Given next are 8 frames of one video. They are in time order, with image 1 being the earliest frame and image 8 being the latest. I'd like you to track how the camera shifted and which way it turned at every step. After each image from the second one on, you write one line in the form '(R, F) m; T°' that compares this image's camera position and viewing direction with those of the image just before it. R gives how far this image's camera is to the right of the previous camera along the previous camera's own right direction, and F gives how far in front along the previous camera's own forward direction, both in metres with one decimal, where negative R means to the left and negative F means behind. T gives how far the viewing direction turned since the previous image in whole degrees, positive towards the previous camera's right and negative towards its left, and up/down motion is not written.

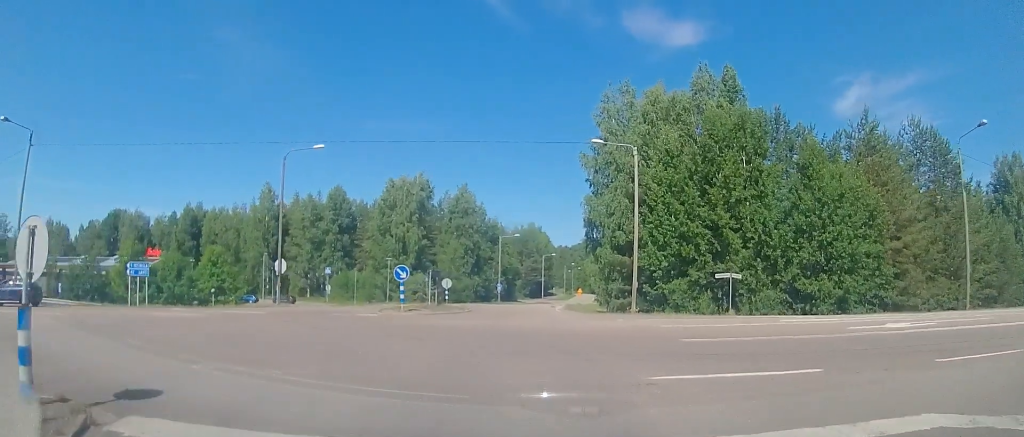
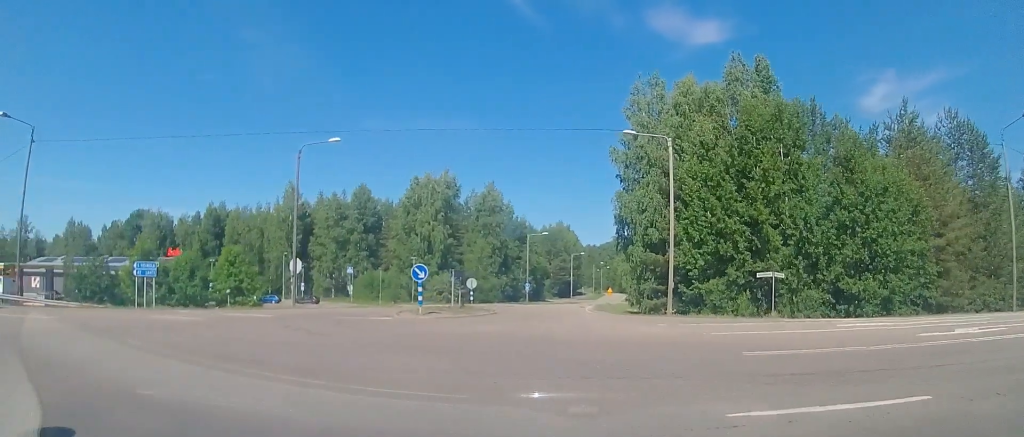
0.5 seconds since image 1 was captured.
(-0.1, +2.3) m; -5°
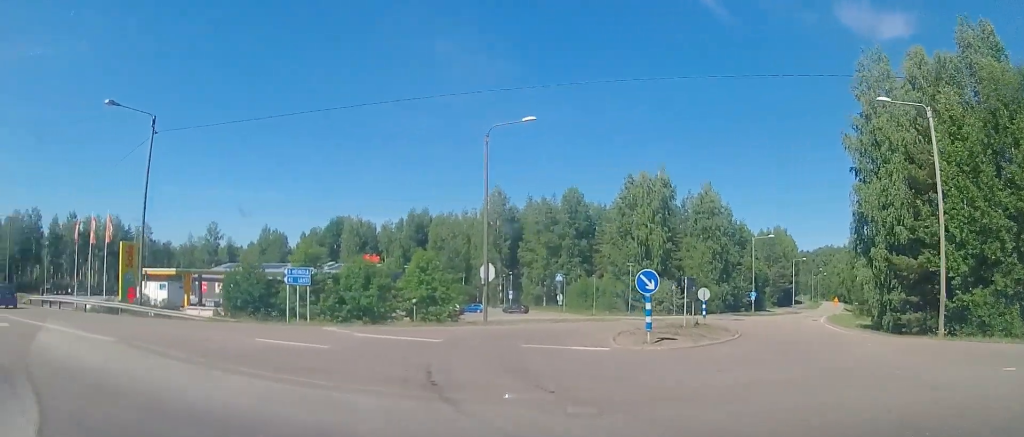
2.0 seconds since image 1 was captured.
(-0.9, +7.0) m; -19°
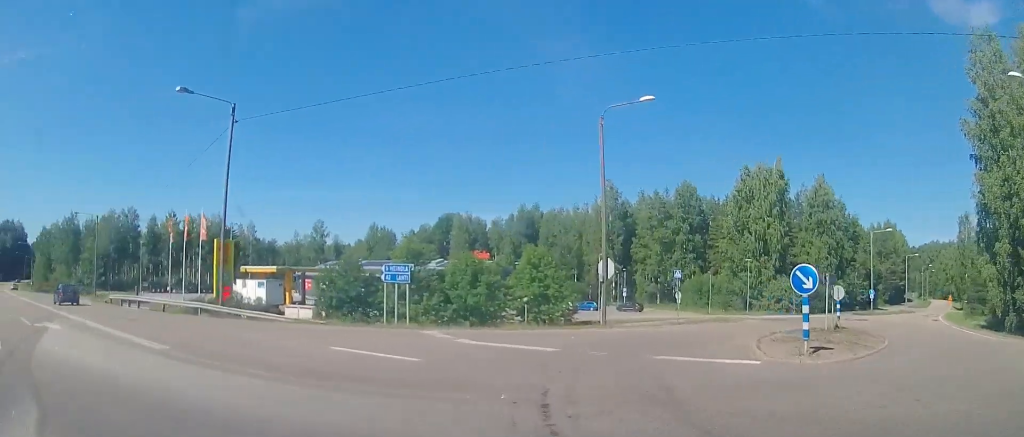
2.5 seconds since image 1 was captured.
(-0.2, +2.6) m; -9°
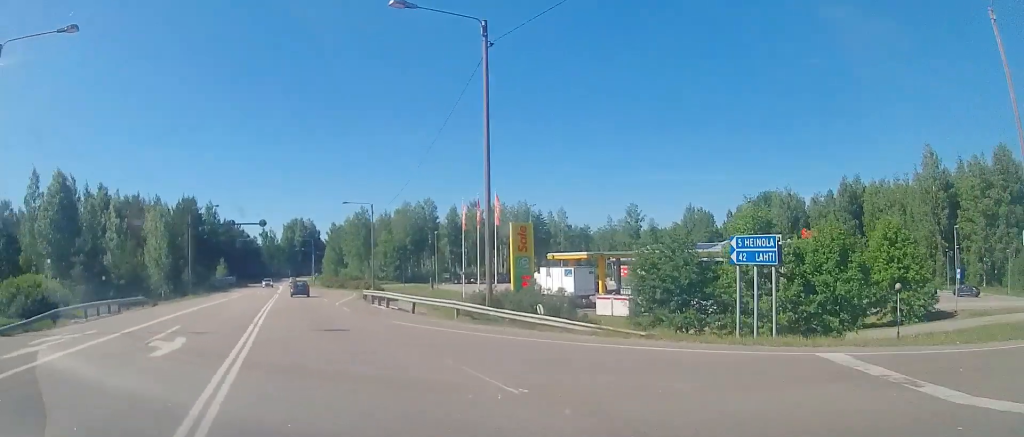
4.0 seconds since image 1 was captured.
(-2.2, +8.4) m; -33°
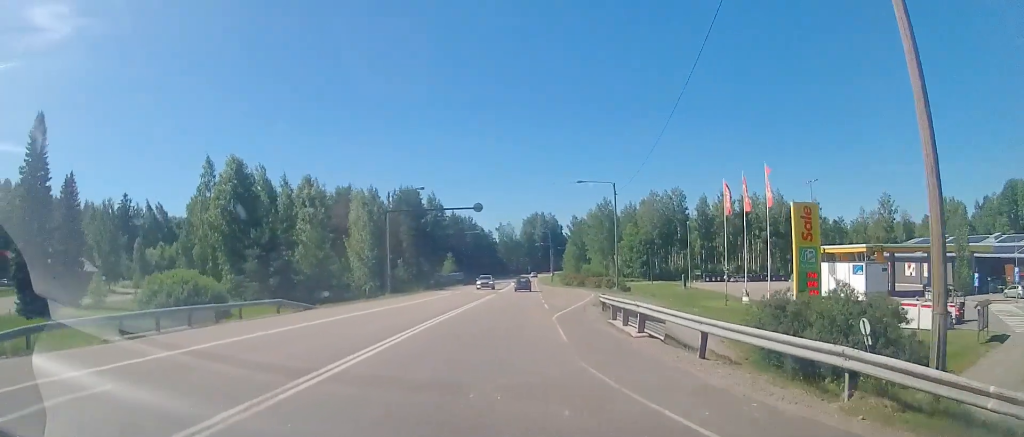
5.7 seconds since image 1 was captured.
(-2.4, +12.0) m; -18°
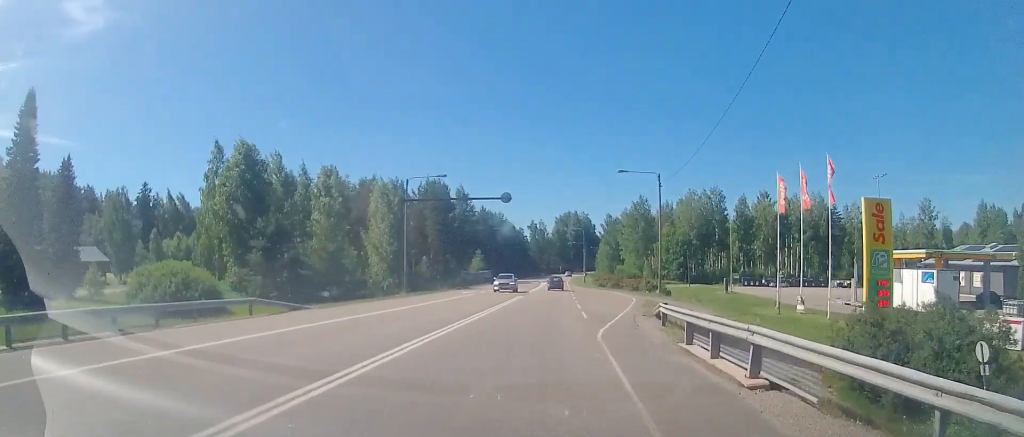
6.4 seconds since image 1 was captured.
(-0.1, +5.3) m; -5°
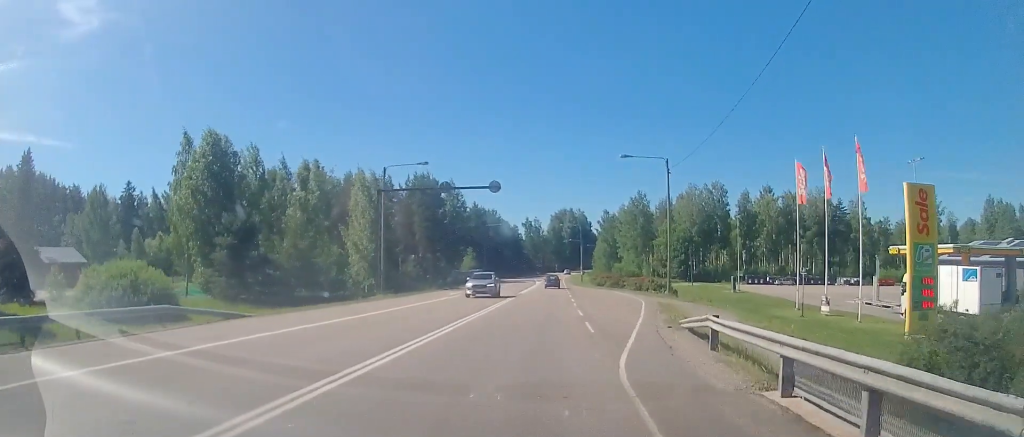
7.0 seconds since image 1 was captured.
(-0.7, +5.1) m; -3°
